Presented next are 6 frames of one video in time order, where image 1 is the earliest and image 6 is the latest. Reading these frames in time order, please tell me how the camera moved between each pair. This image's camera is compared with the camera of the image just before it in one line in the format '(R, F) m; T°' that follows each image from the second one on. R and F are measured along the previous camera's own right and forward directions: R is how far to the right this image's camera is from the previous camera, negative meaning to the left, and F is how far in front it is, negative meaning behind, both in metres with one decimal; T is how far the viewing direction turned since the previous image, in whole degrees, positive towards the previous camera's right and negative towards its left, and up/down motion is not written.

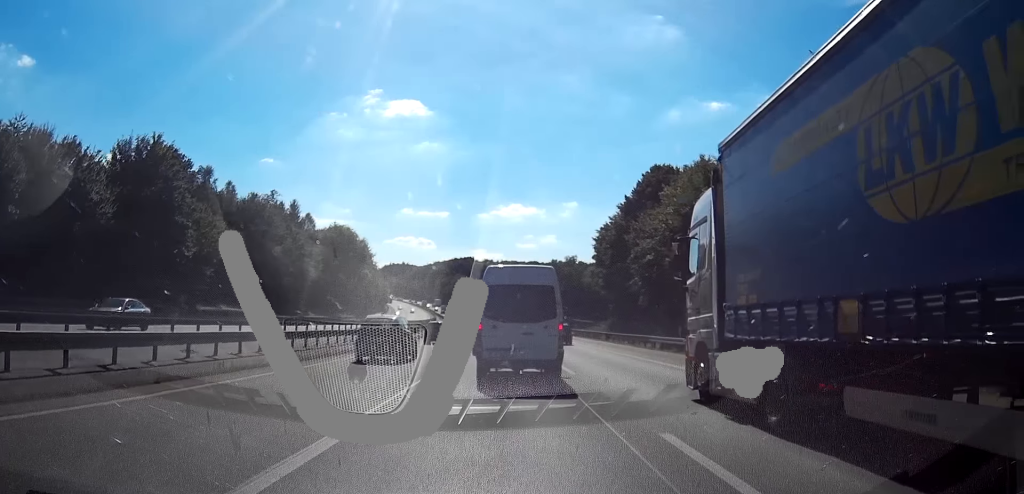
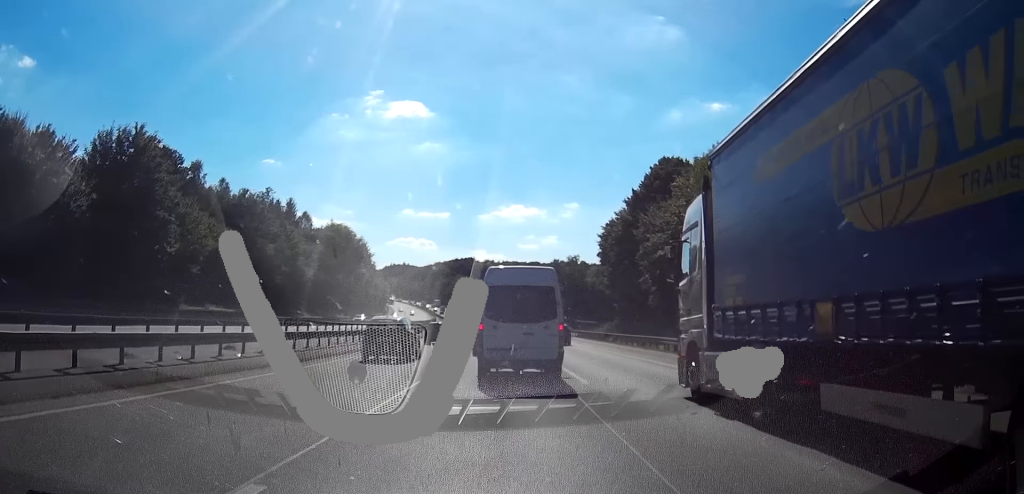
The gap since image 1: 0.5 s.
(0.0, +3.9) m; 0°
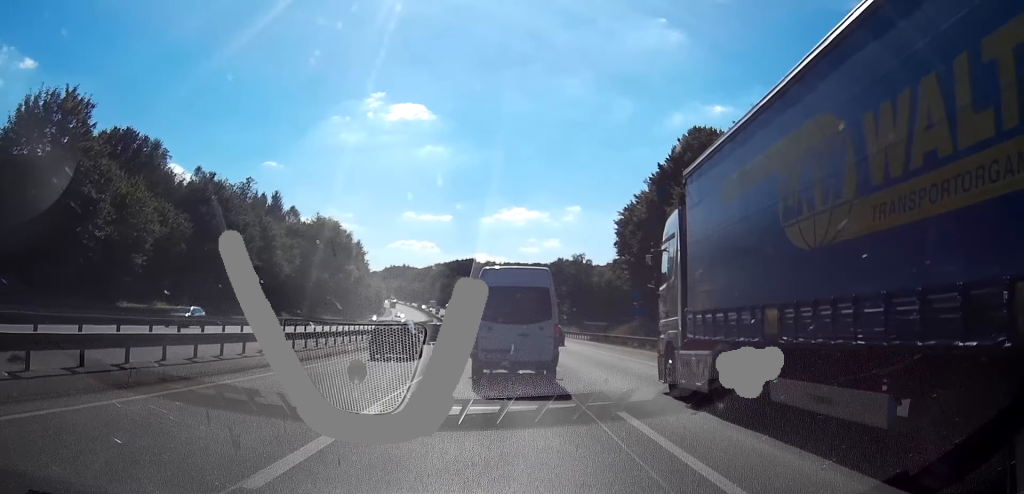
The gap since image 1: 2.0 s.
(0.0, +11.8) m; 0°
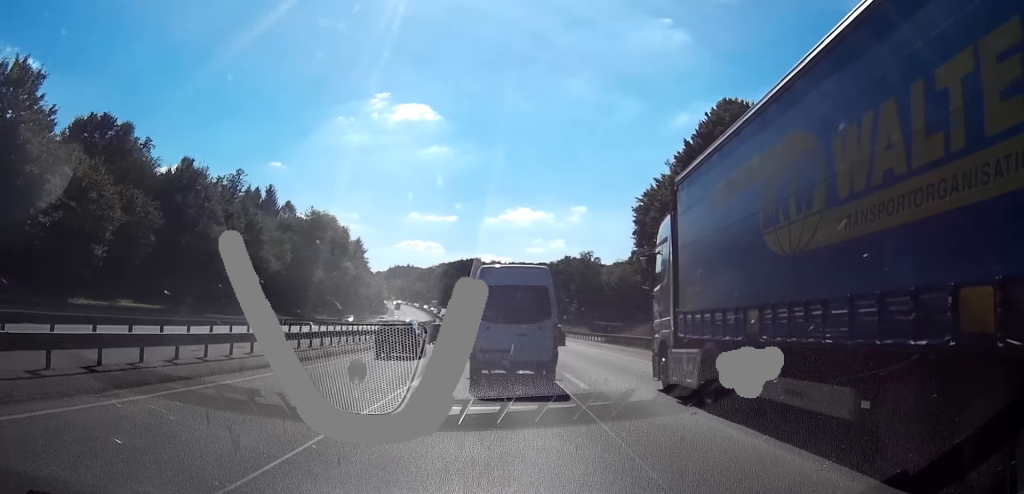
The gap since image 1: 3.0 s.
(0.0, +7.1) m; 0°
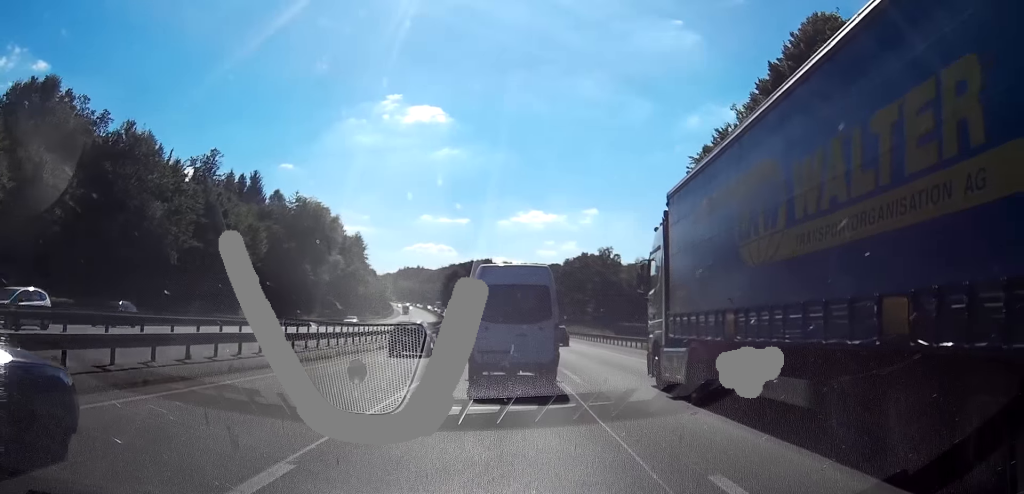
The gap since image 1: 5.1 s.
(+0.1, +15.1) m; +1°
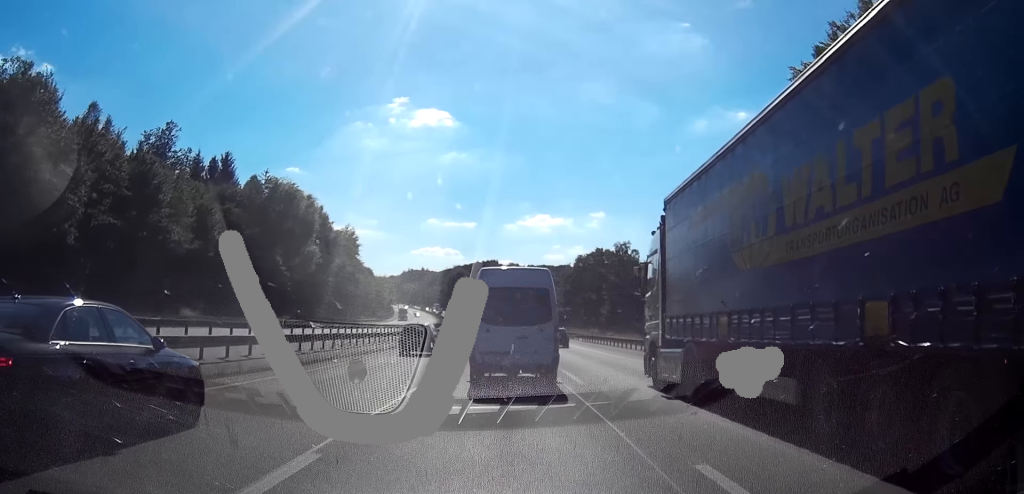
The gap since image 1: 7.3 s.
(-0.2, +17.8) m; -3°
